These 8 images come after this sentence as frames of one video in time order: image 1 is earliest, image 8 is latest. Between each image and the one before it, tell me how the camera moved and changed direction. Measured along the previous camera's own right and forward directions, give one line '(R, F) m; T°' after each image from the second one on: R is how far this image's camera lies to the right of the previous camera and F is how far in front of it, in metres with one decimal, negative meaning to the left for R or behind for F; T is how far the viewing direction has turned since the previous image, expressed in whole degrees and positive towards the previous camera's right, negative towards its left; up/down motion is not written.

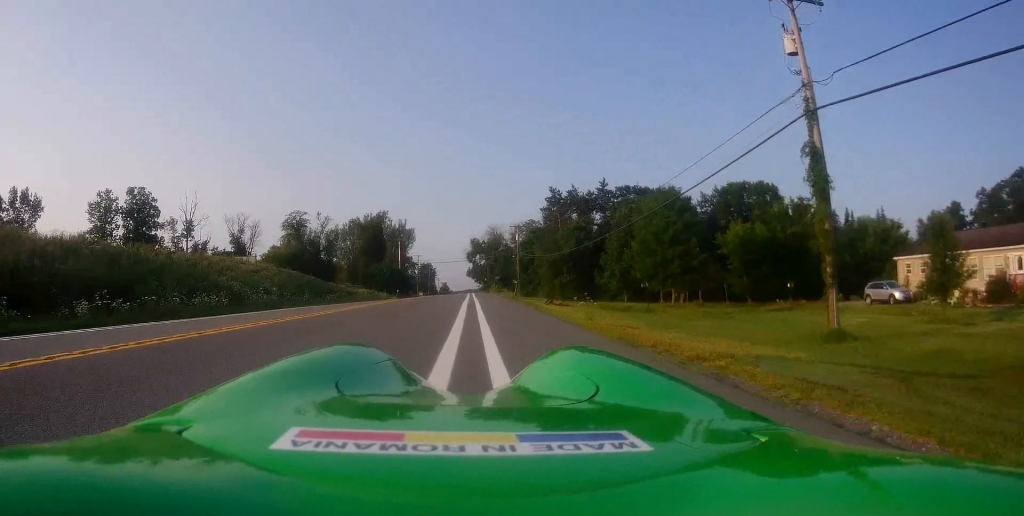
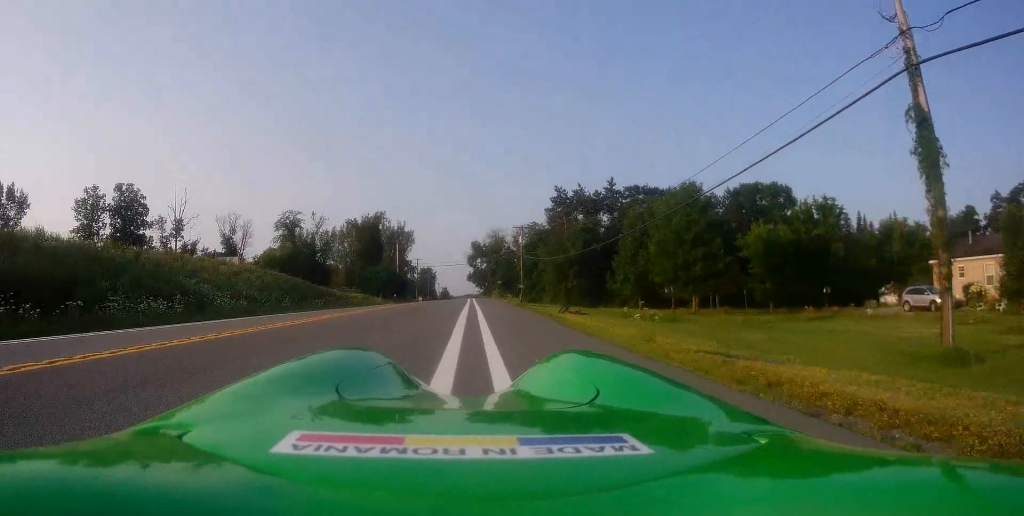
(0.0, +4.4) m; 0°
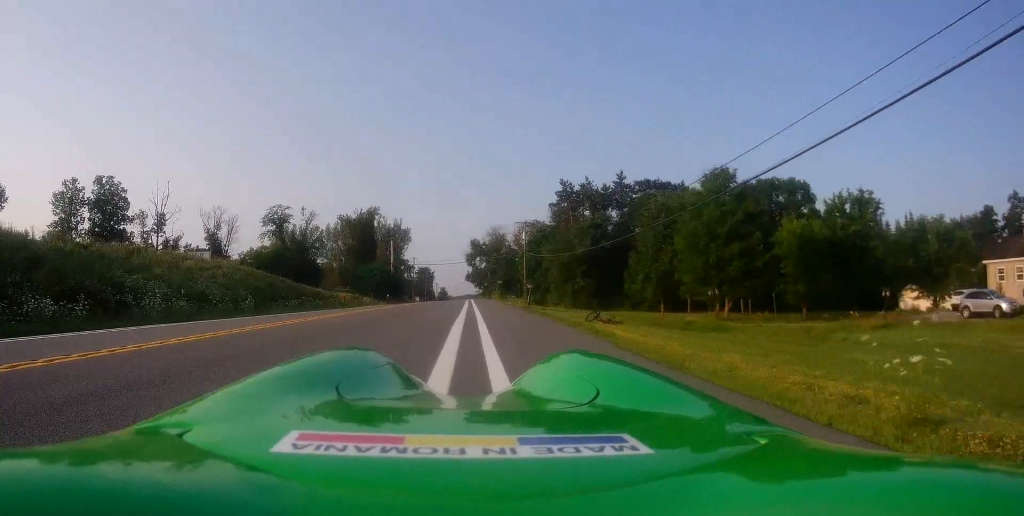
(0.0, +6.1) m; 0°
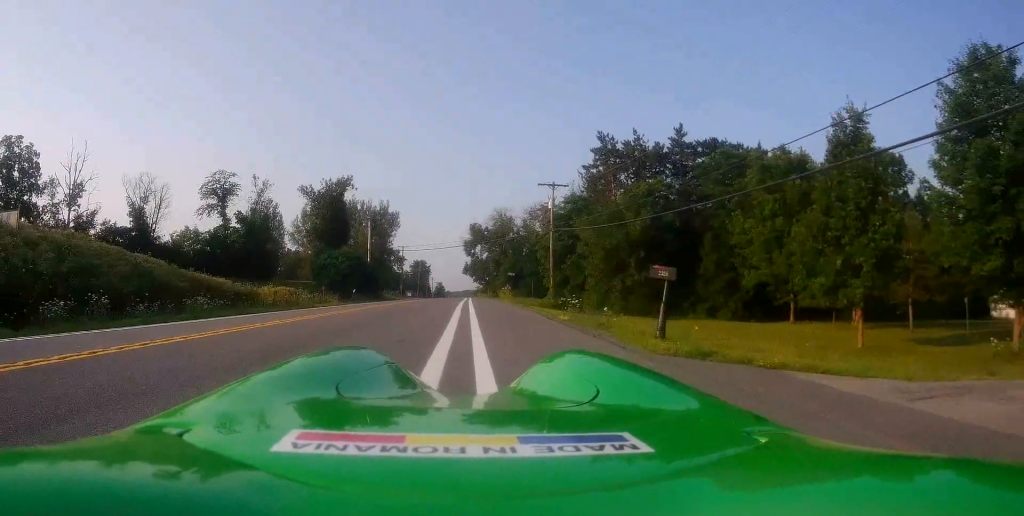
(0.0, +24.1) m; 0°
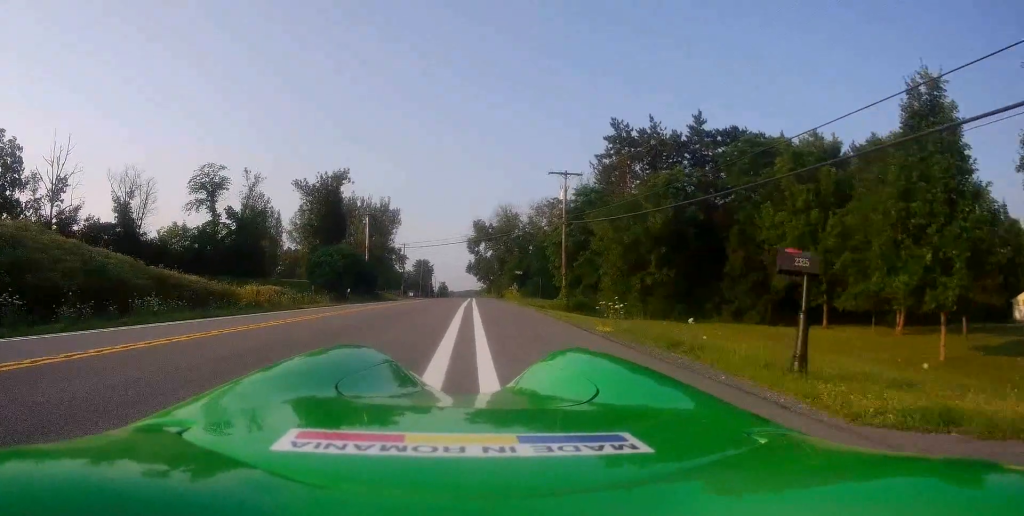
(0.0, +4.5) m; 0°
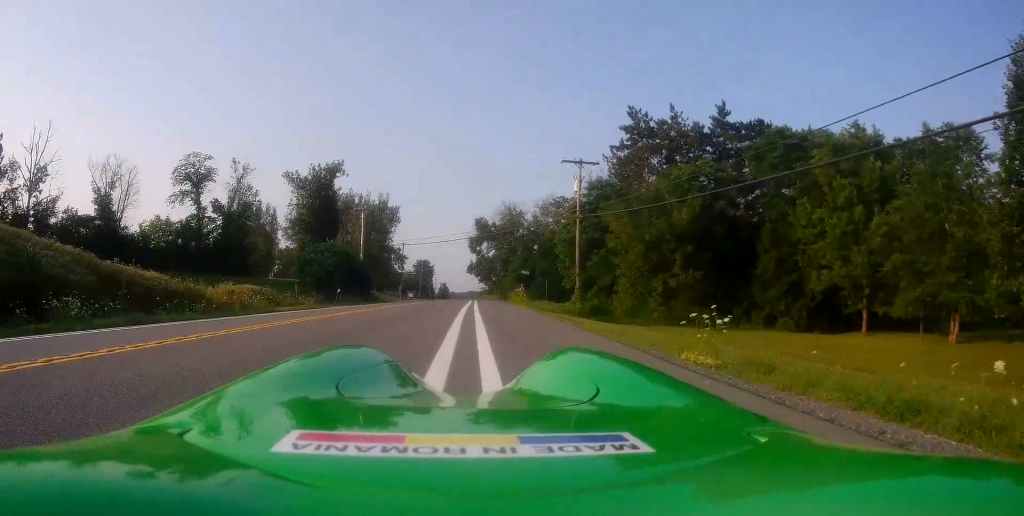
(0.0, +5.1) m; -2°
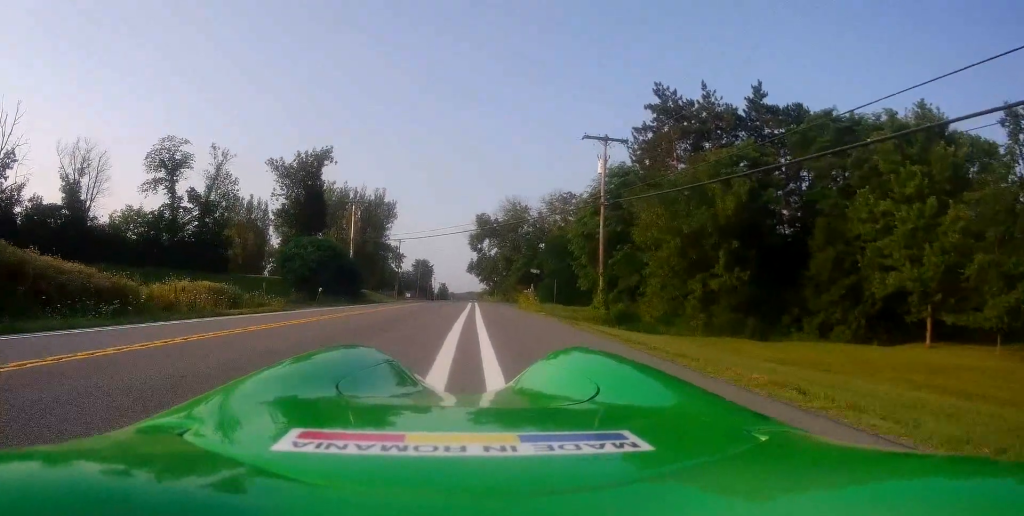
(-0.2, +6.8) m; -1°
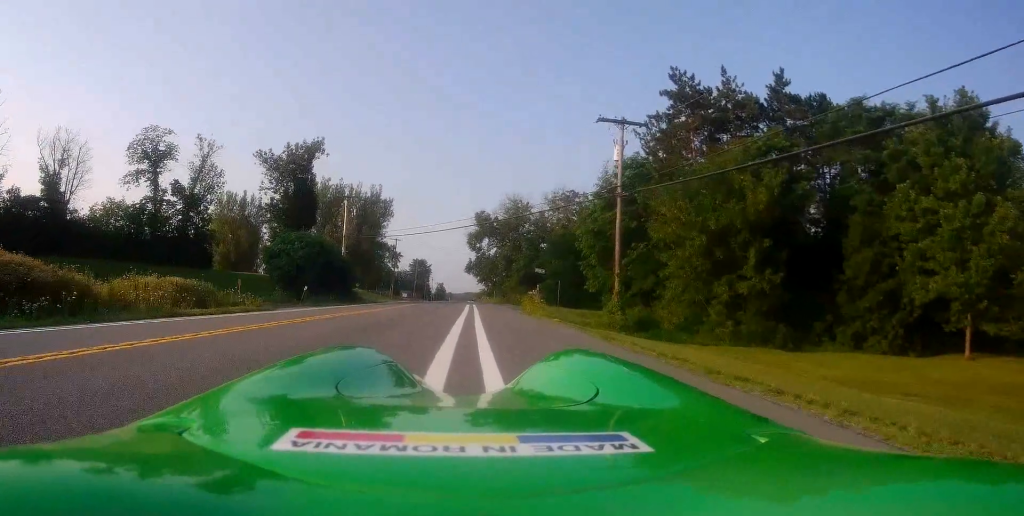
(-0.1, +3.8) m; +1°
